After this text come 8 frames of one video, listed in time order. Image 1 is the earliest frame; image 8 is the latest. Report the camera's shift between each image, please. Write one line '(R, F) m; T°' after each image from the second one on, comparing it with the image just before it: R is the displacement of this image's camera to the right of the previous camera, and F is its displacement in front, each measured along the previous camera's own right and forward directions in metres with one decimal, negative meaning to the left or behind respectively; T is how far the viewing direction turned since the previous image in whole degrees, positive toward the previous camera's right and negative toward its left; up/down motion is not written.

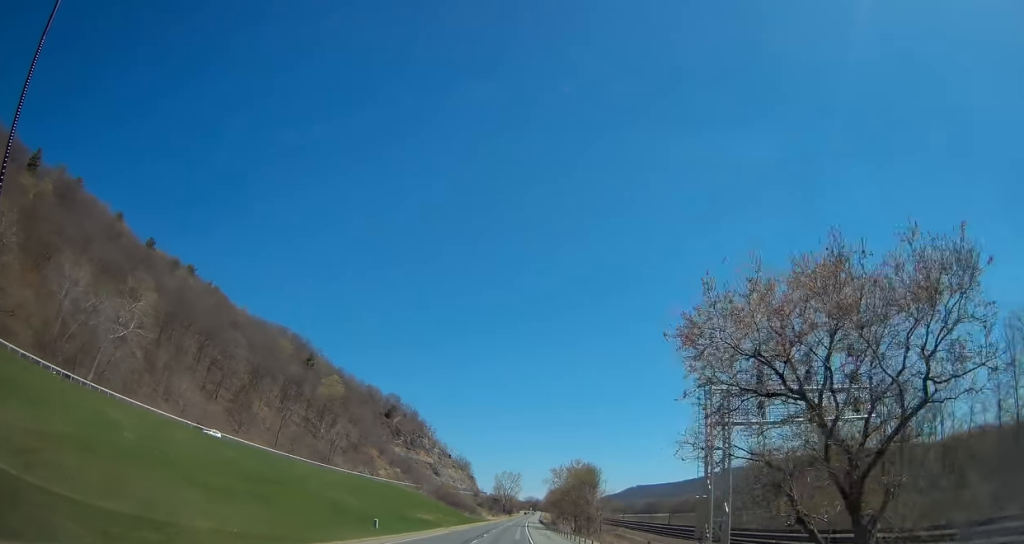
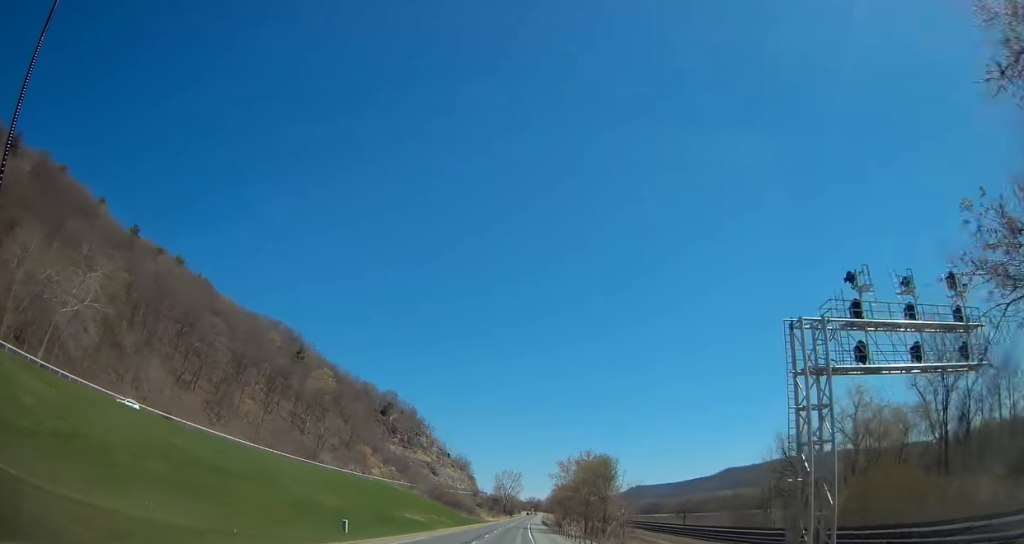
(0.0, +13.4) m; 0°
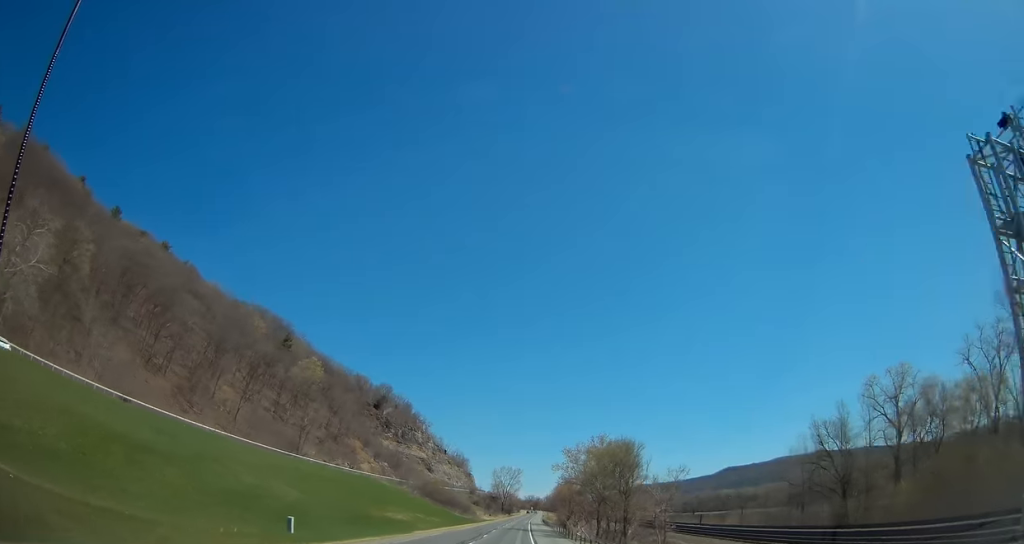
(0.0, +14.3) m; 0°
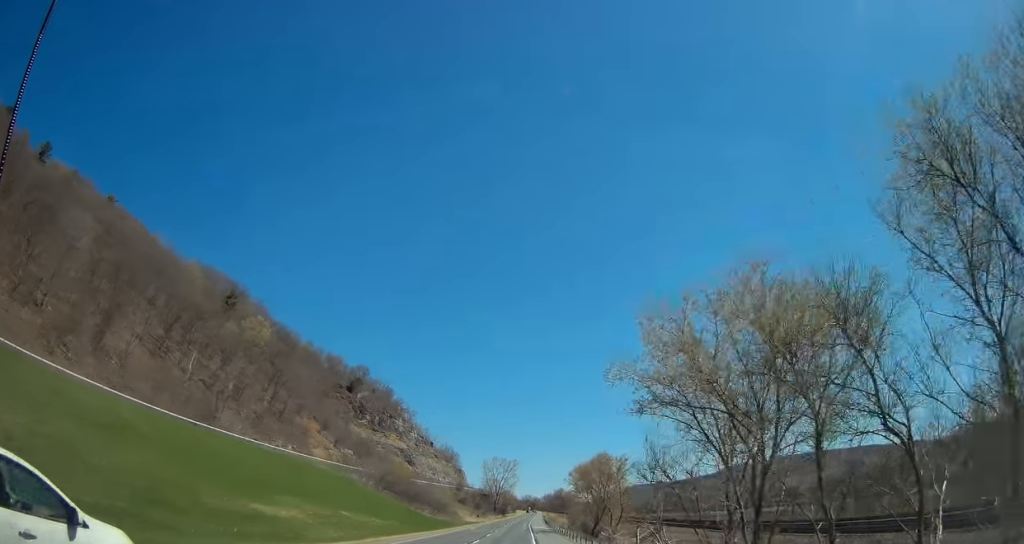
(0.0, +47.8) m; 0°
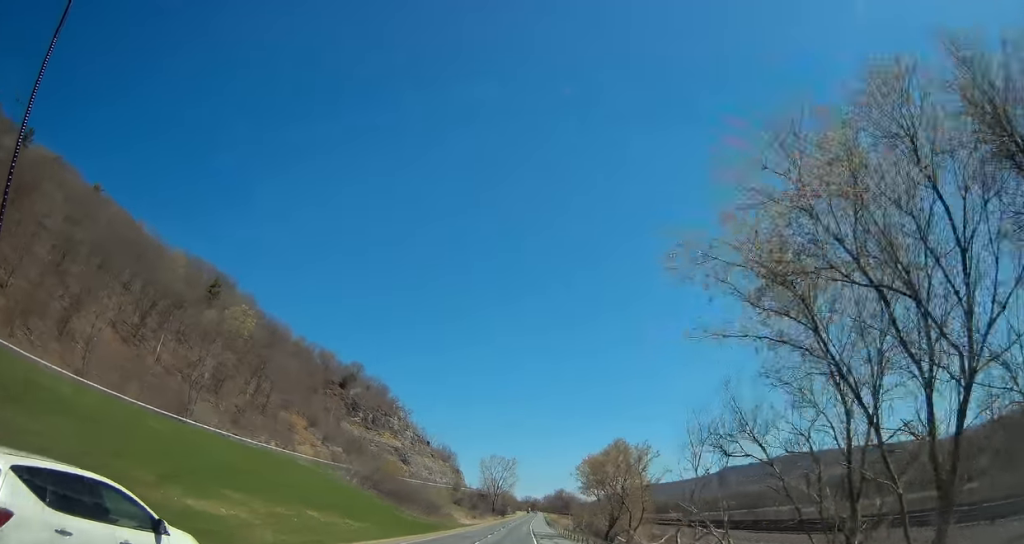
(0.0, +11.3) m; 0°
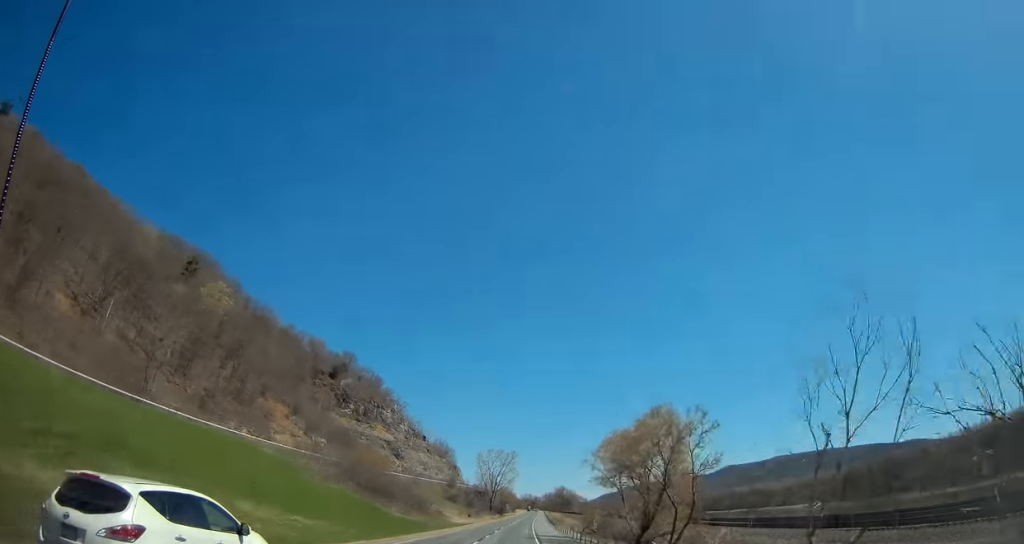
(-0.1, +15.9) m; 0°
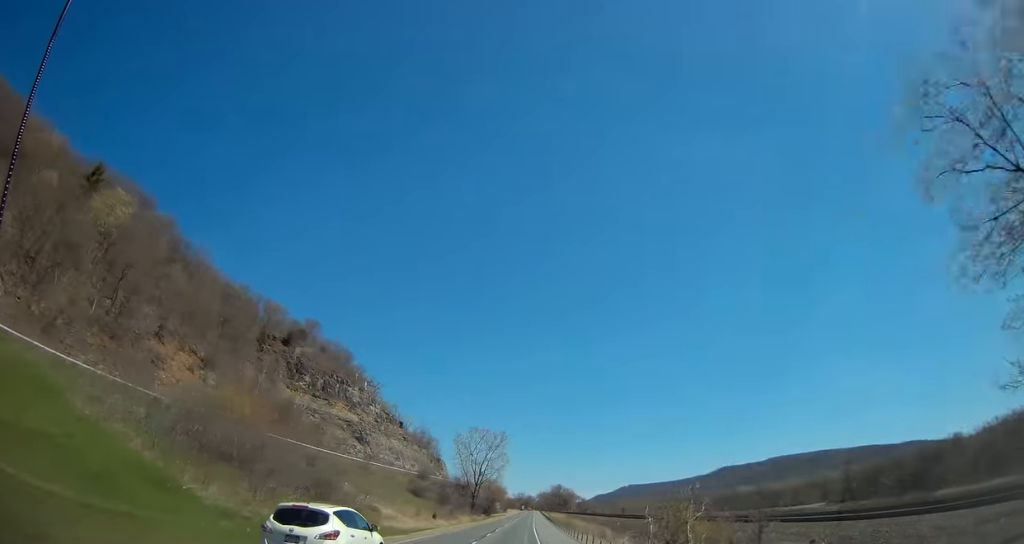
(+0.8, +51.6) m; +1°
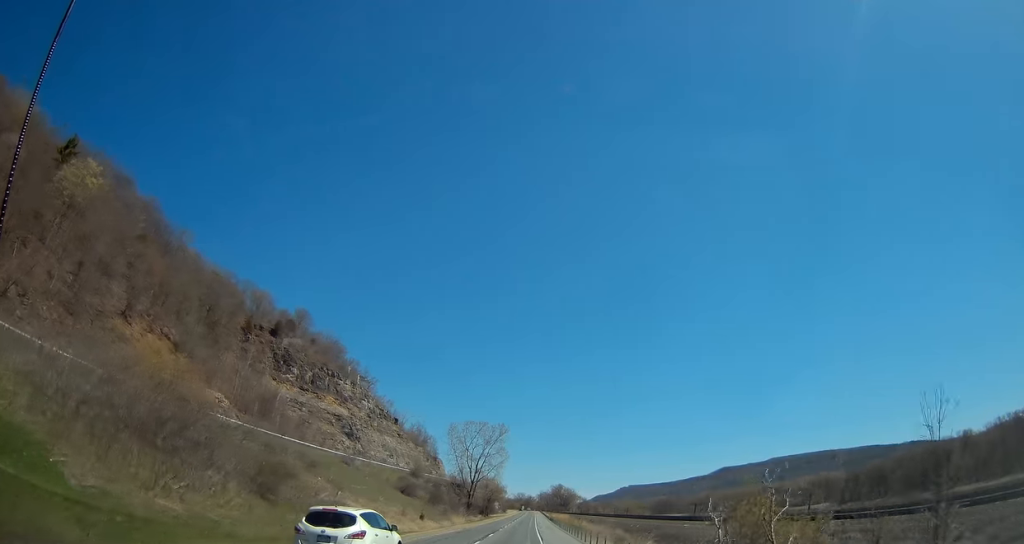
(0.0, +12.7) m; 0°
